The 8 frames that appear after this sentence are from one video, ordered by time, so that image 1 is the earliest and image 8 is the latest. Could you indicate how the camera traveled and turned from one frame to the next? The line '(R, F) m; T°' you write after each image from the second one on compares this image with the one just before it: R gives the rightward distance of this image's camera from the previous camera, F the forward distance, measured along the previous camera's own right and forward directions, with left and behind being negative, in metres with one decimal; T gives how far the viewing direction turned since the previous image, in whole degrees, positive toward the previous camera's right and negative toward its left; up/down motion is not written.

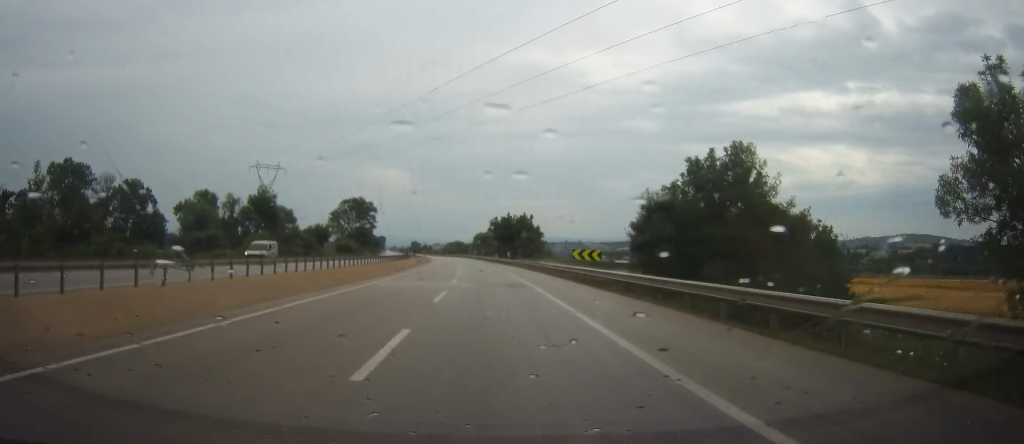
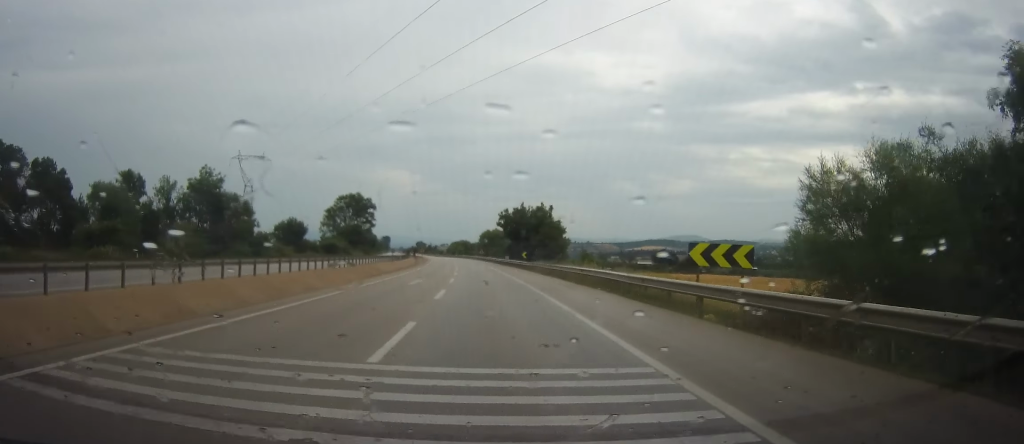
(-0.3, +22.6) m; -1°
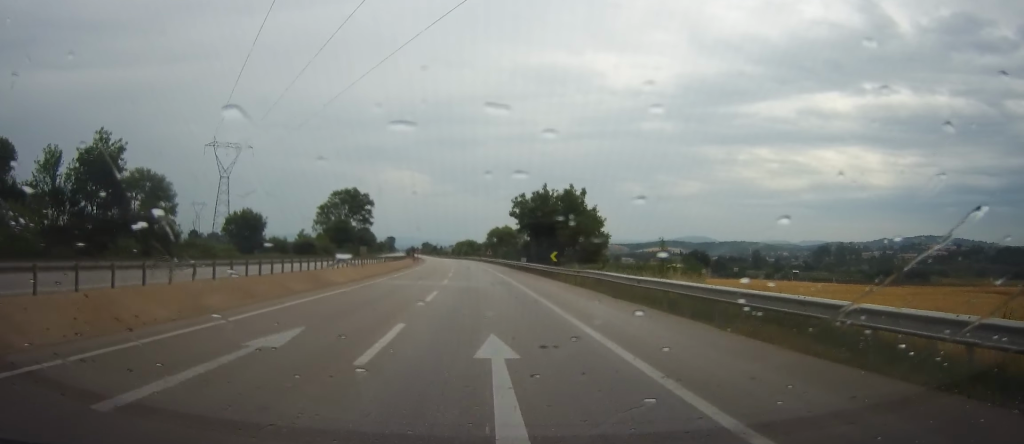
(+0.1, +23.9) m; 0°
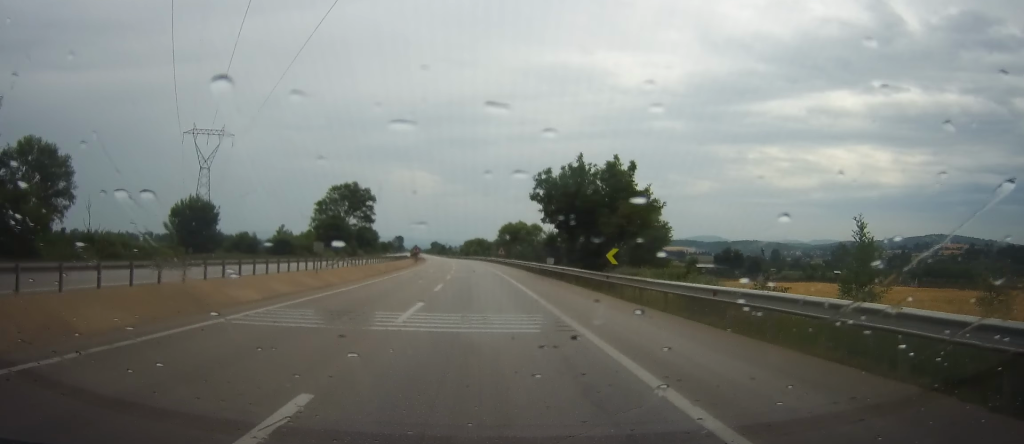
(-0.2, +18.3) m; 0°
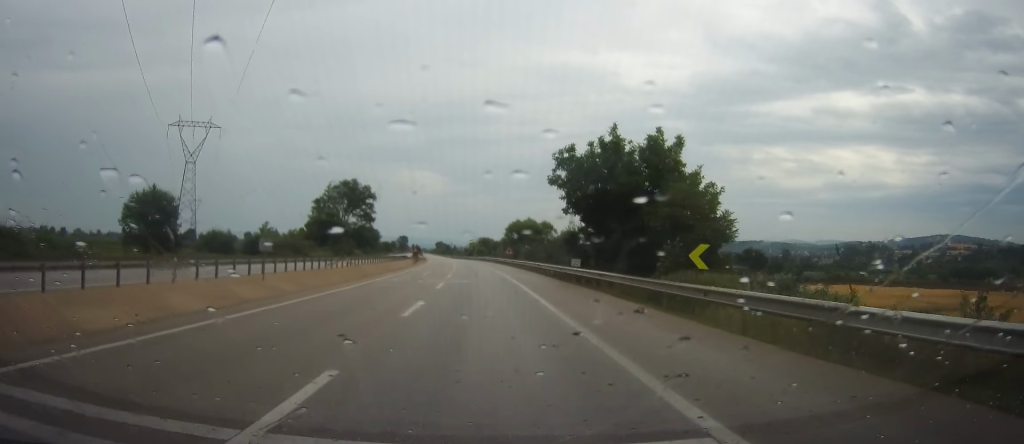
(-0.1, +11.0) m; 0°
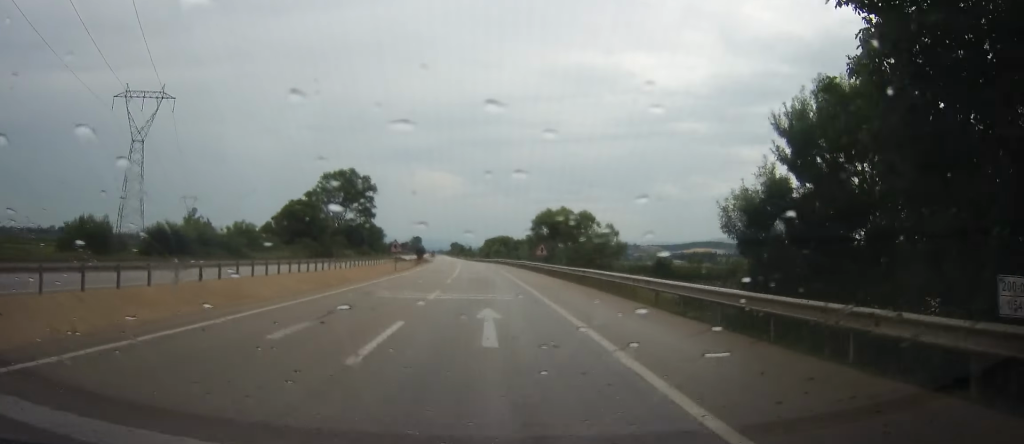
(-0.1, +30.8) m; -2°
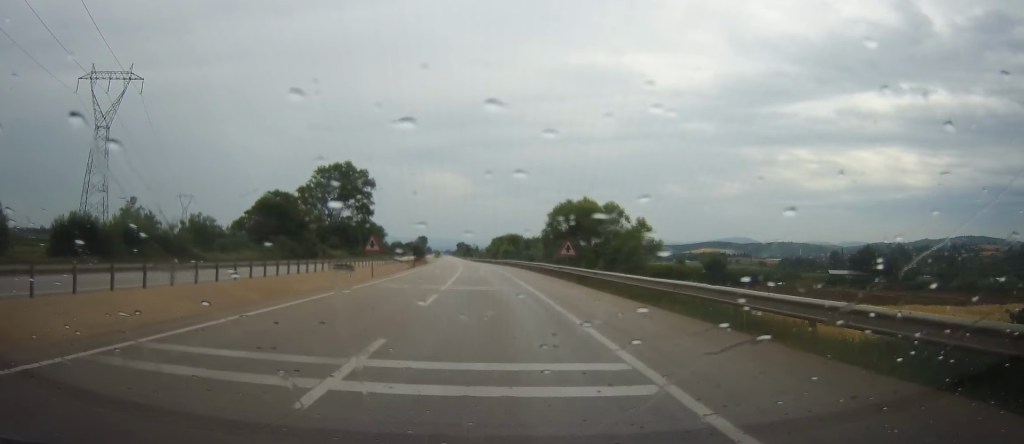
(-0.1, +14.1) m; -1°
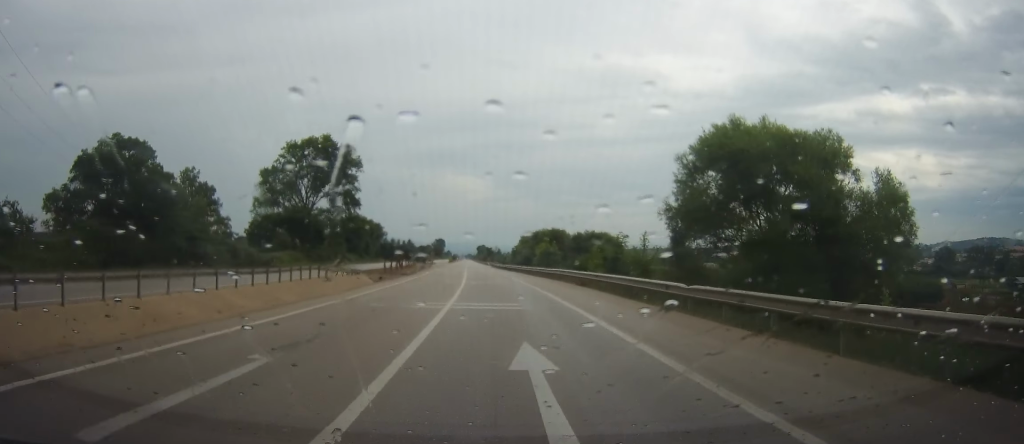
(-0.1, +45.5) m; 0°
